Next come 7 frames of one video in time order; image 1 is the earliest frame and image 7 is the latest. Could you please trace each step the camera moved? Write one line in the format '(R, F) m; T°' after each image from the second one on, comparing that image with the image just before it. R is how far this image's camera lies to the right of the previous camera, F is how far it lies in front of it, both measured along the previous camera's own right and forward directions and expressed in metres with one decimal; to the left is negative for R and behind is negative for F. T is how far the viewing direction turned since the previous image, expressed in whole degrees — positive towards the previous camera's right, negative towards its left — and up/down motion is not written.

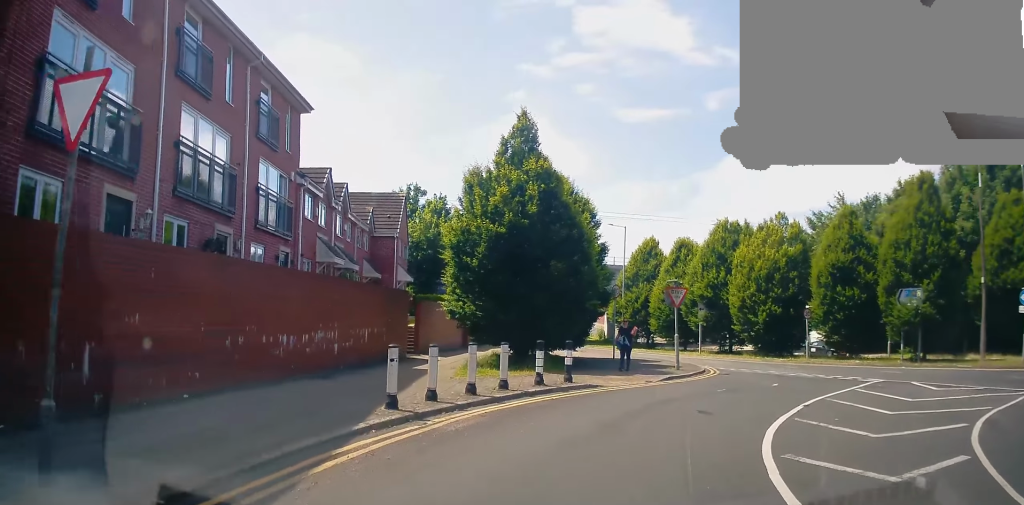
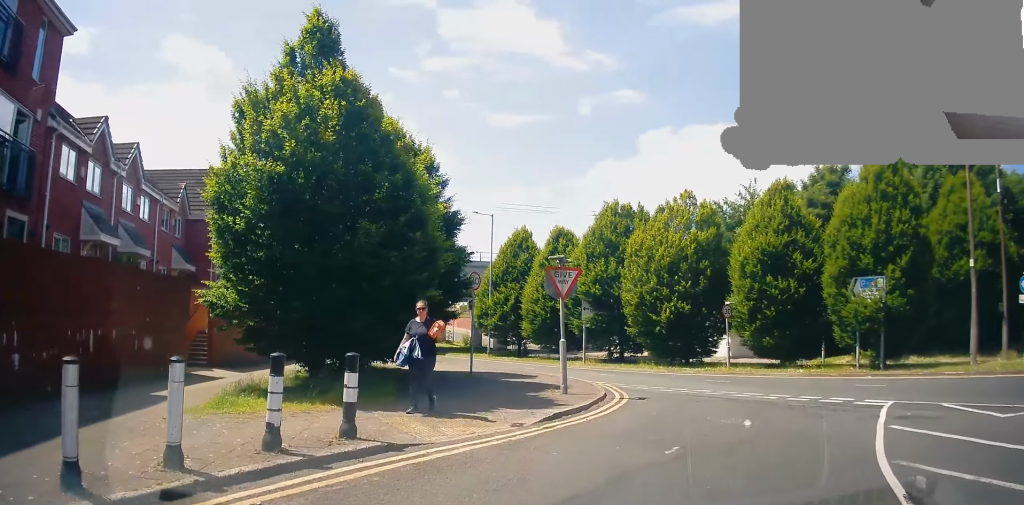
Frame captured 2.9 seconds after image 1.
(+0.6, +9.4) m; +12°
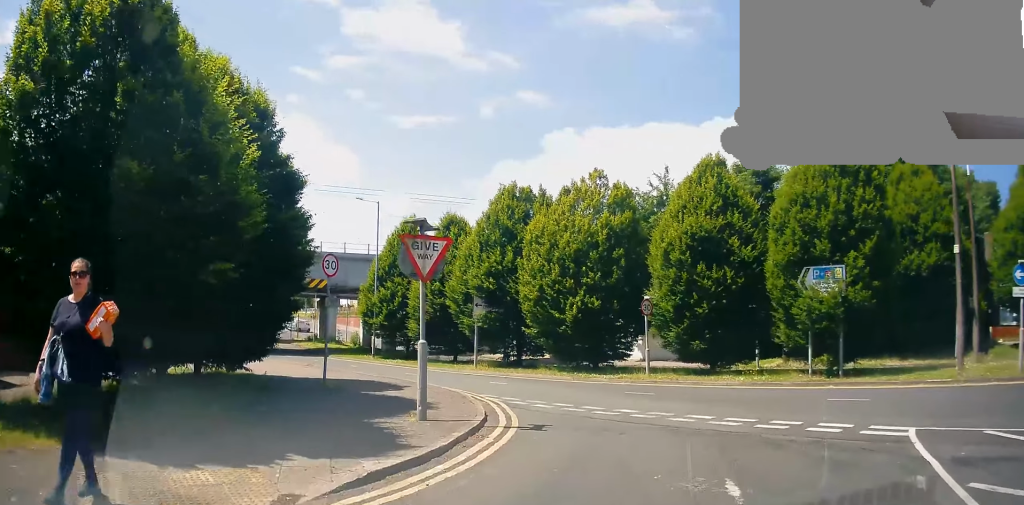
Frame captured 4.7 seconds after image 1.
(0.0, +4.4) m; 0°
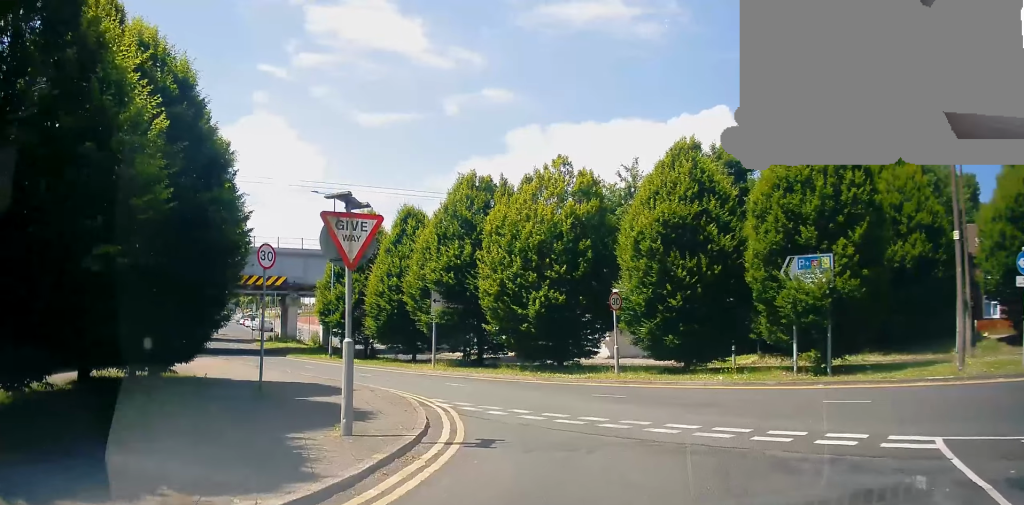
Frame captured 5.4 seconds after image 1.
(+0.1, +1.8) m; +7°
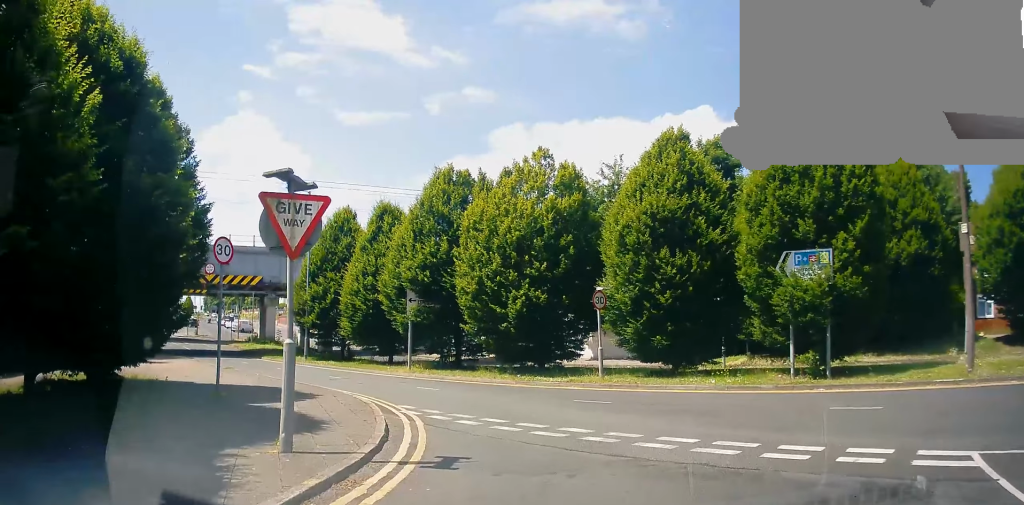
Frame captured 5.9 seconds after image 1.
(0.0, +1.3) m; +7°
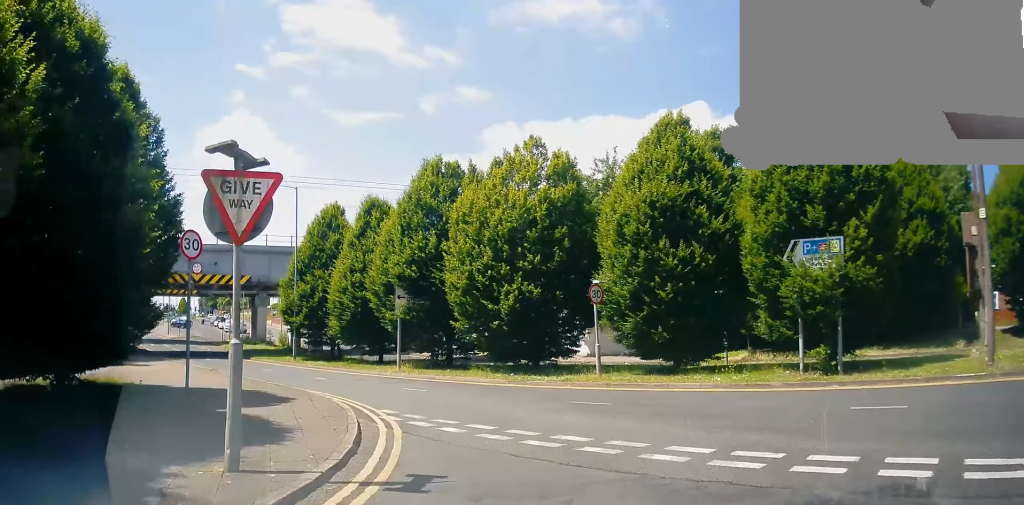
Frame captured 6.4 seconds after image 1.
(+0.2, +1.1) m; +4°
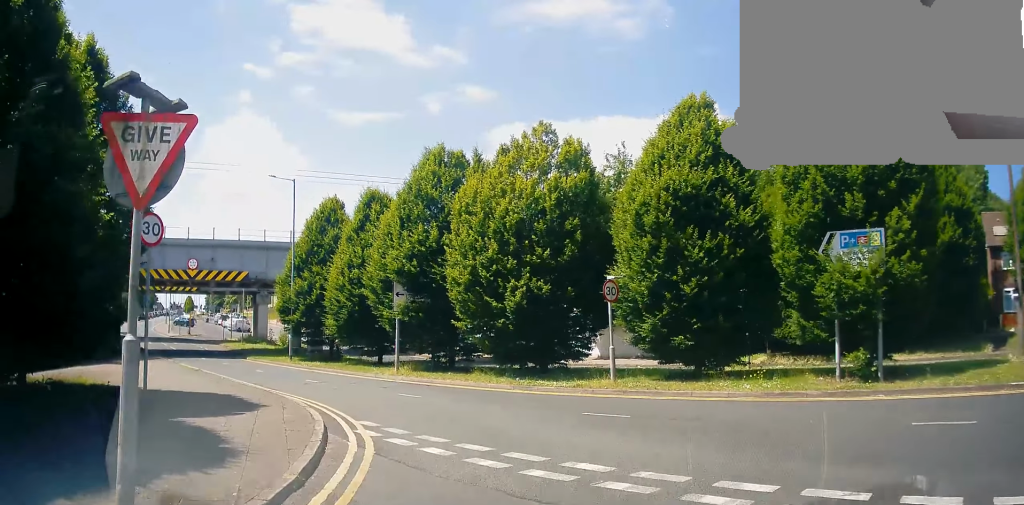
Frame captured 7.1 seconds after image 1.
(+0.1, +1.8) m; 0°
